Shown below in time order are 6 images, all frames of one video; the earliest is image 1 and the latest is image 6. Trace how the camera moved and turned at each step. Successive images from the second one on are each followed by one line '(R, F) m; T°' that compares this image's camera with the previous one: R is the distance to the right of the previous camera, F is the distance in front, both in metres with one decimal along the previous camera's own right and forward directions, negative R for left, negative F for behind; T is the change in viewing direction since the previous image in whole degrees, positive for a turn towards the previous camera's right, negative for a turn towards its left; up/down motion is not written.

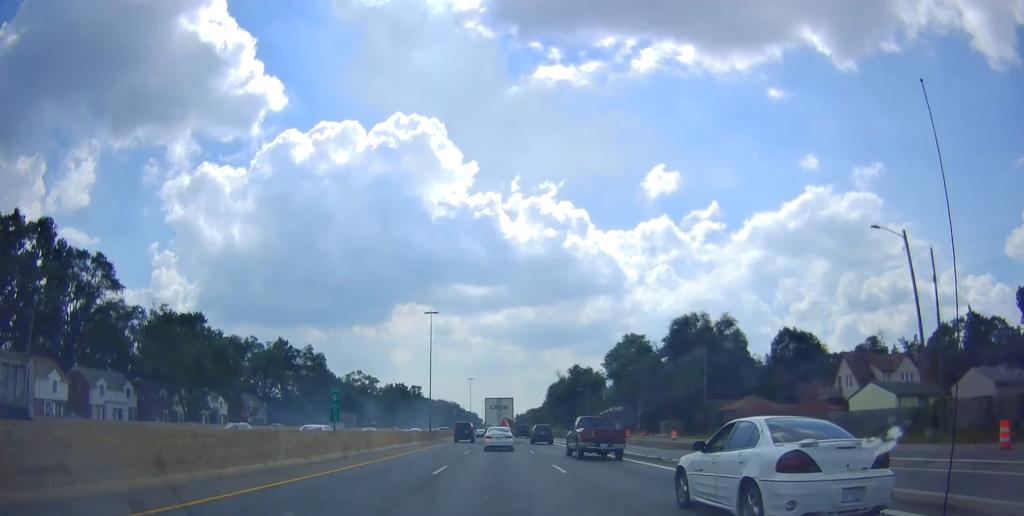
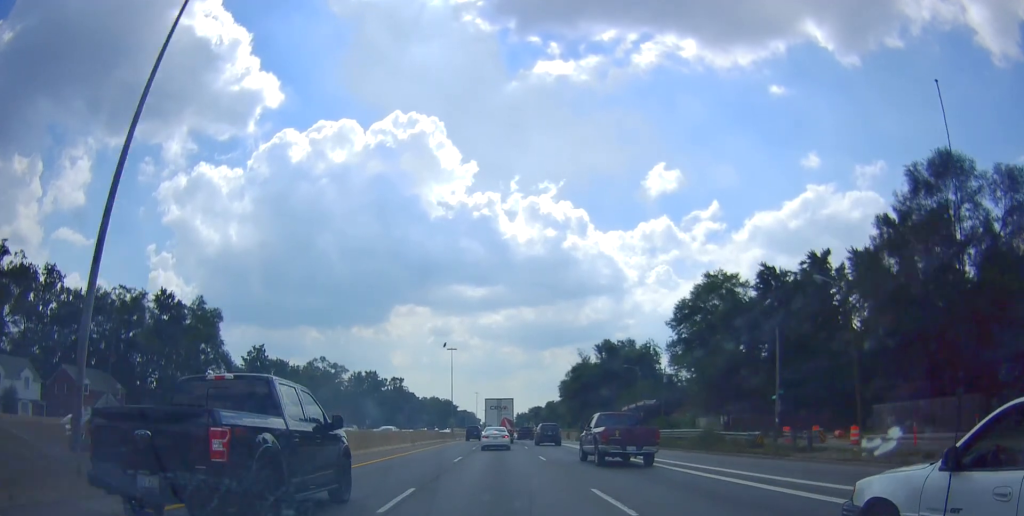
(0.0, +54.0) m; 0°
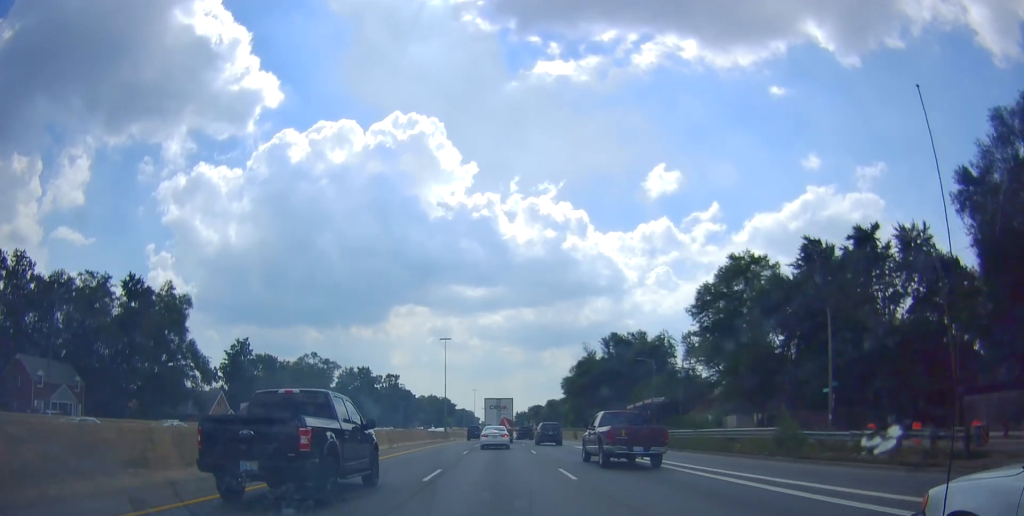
(-0.1, +9.6) m; 0°
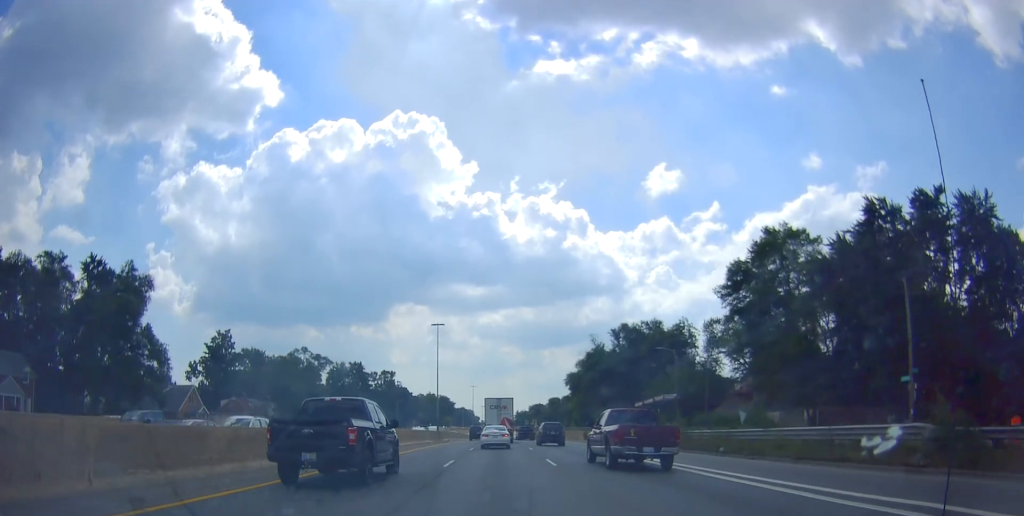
(-0.2, +10.4) m; 0°
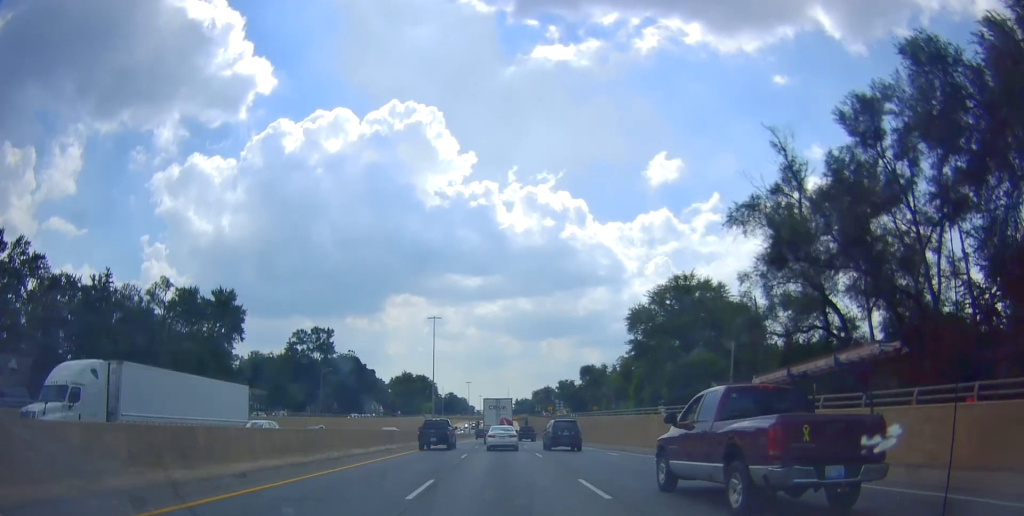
(+0.5, +85.7) m; +1°
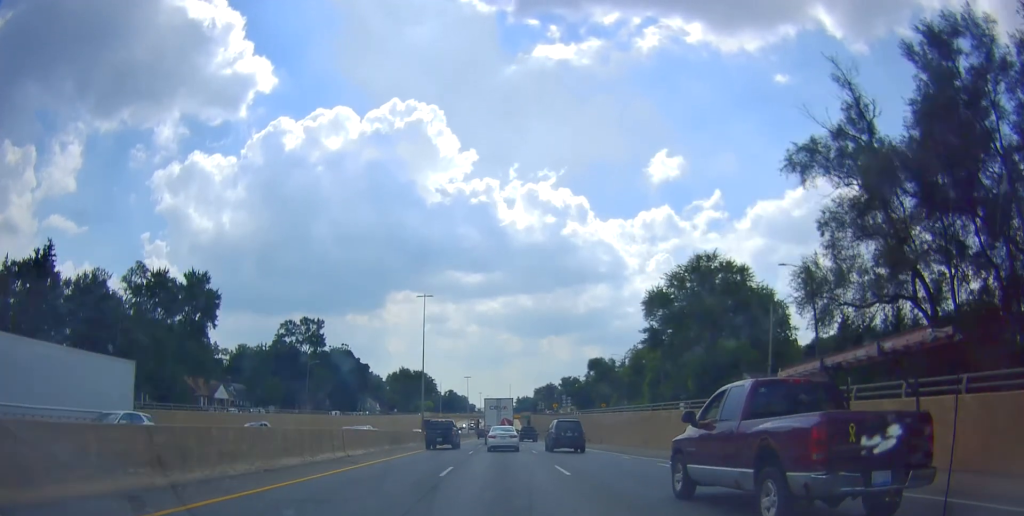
(+0.2, +9.6) m; 0°
